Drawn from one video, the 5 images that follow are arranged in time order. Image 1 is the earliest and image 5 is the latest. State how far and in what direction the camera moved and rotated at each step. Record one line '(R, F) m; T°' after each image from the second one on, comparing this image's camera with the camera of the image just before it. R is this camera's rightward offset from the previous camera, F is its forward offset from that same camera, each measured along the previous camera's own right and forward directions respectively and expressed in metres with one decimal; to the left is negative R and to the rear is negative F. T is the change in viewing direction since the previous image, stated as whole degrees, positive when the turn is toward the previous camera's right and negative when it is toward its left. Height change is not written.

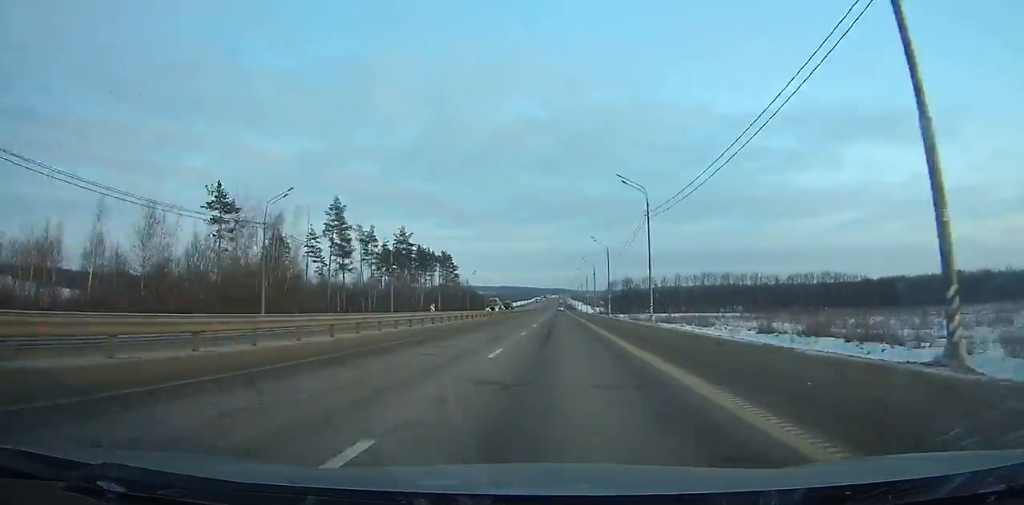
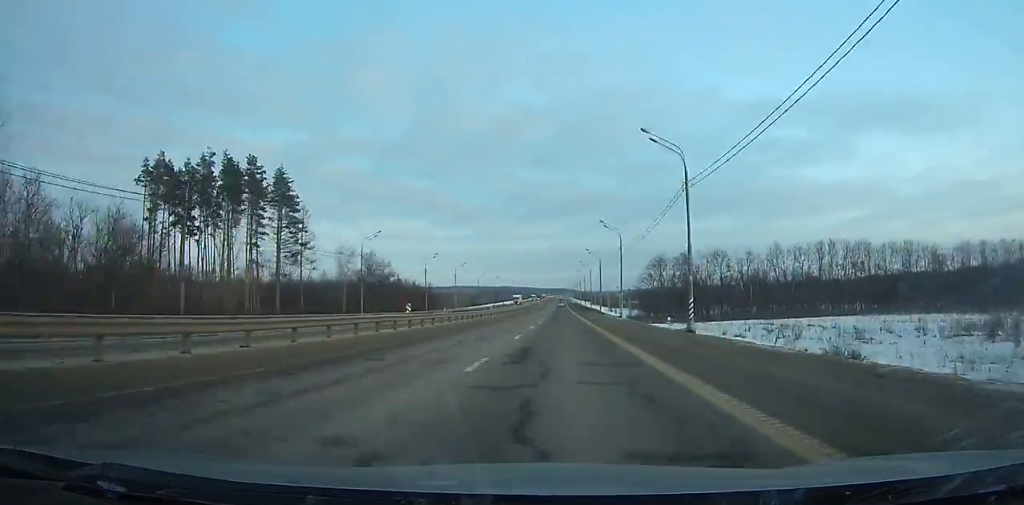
(-0.2, +119.2) m; 0°
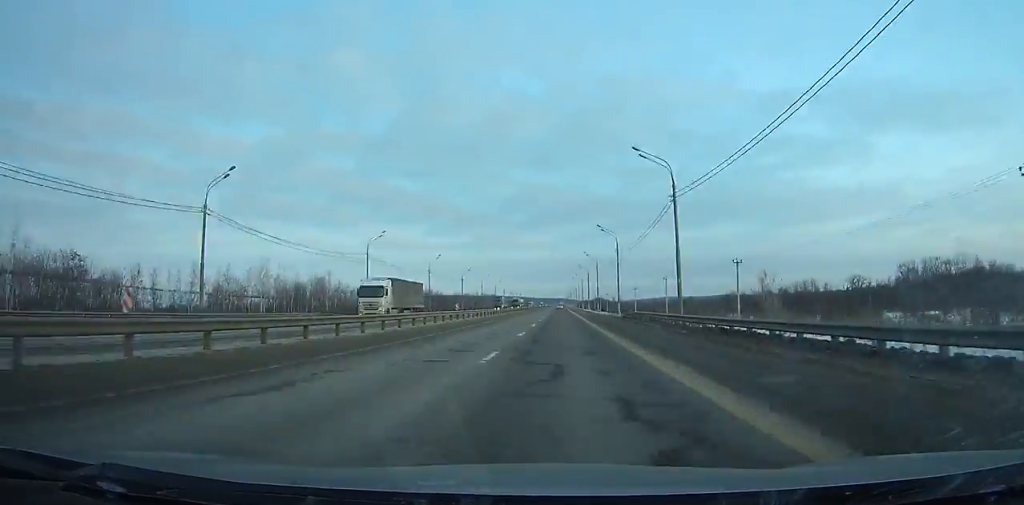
(+0.9, +172.2) m; 0°
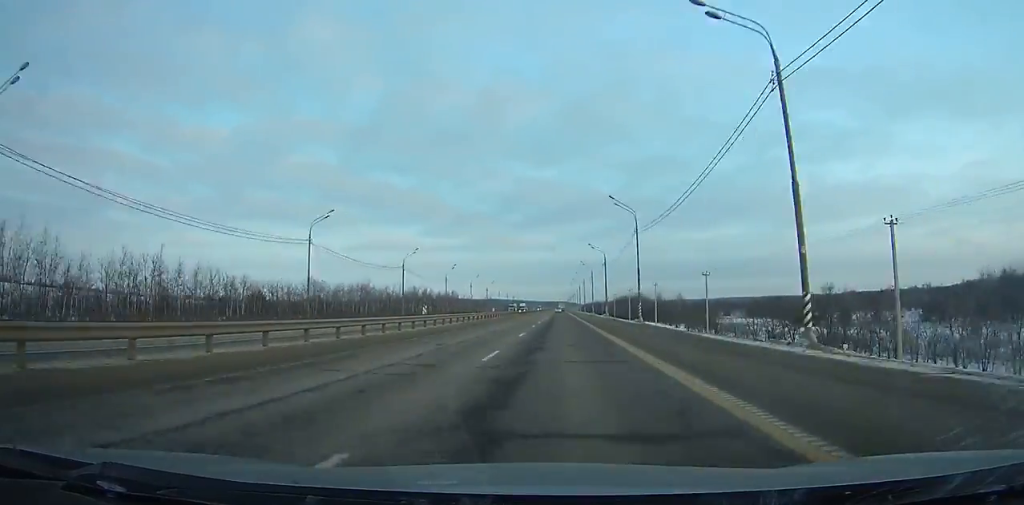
(-0.4, +162.7) m; 0°
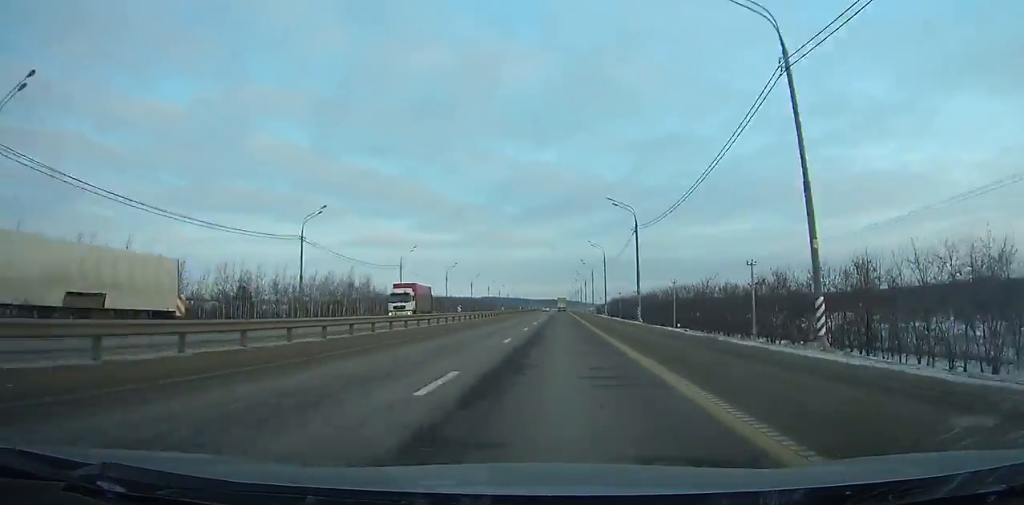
(+0.2, +250.8) m; 0°
